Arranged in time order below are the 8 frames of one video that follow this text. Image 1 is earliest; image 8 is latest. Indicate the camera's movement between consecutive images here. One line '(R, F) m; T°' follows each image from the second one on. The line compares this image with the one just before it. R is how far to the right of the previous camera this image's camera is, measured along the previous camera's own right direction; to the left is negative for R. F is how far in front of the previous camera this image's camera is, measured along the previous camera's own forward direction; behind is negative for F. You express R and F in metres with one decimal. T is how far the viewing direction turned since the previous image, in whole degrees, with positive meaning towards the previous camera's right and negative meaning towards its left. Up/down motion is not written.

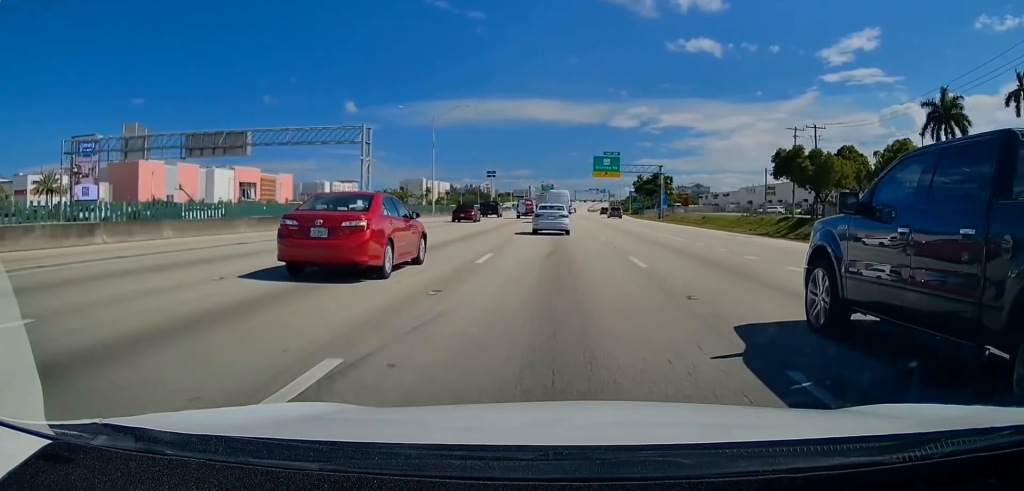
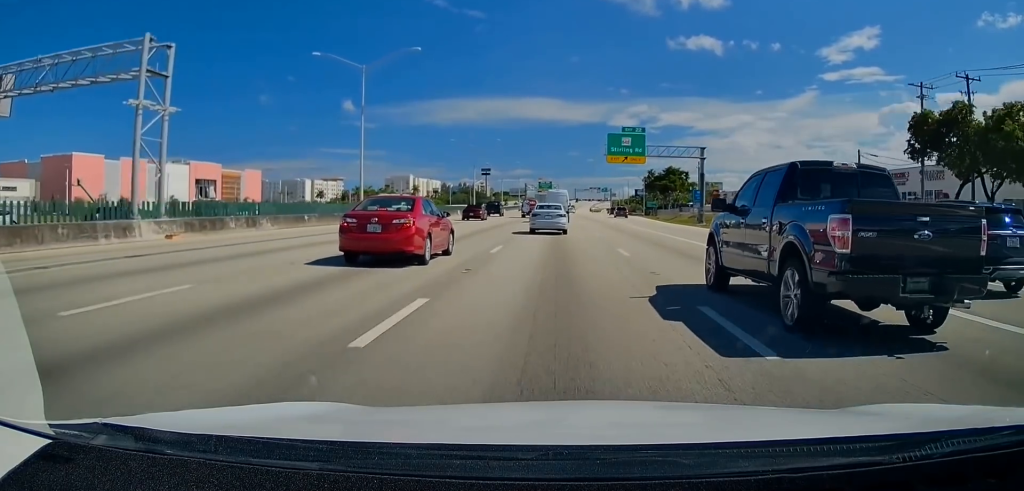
(0.0, +33.5) m; 0°
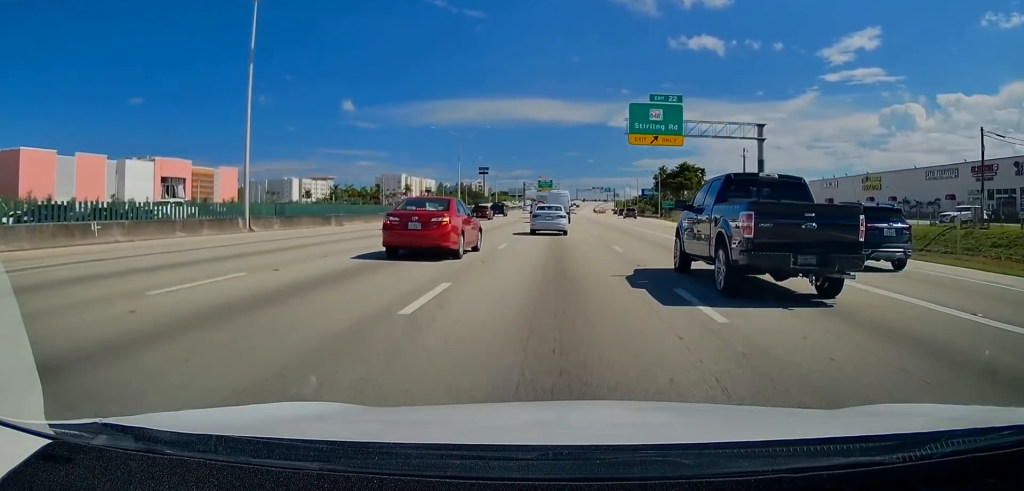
(0.0, +22.8) m; +1°
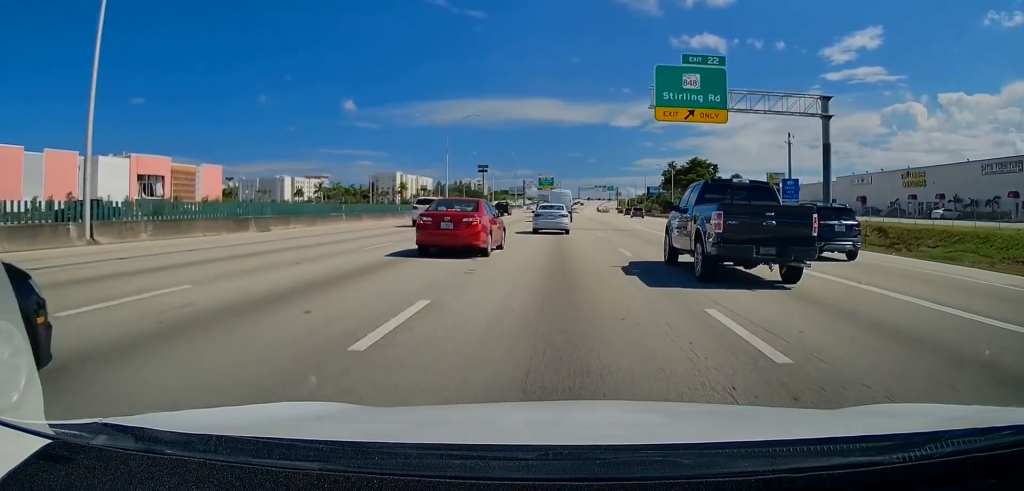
(+0.2, +14.1) m; 0°
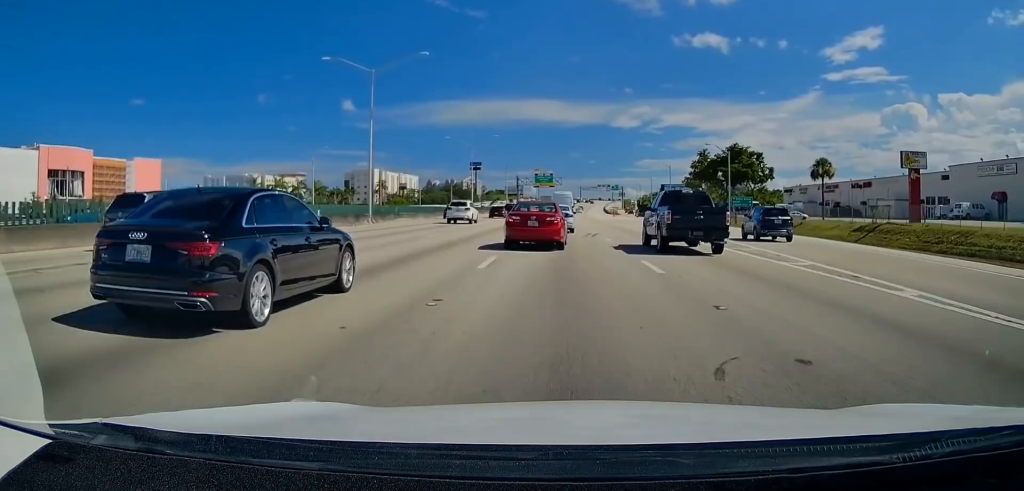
(-0.6, +41.7) m; -1°
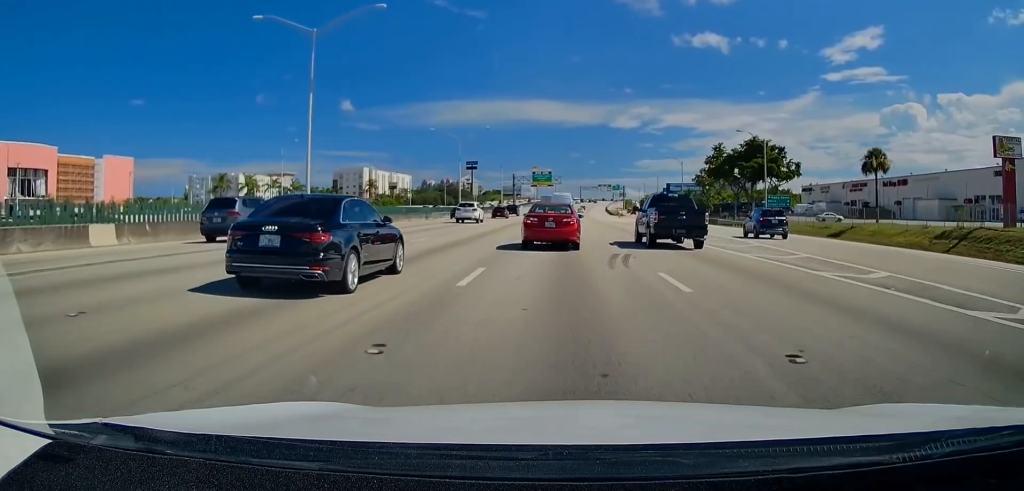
(0.0, +15.3) m; 0°
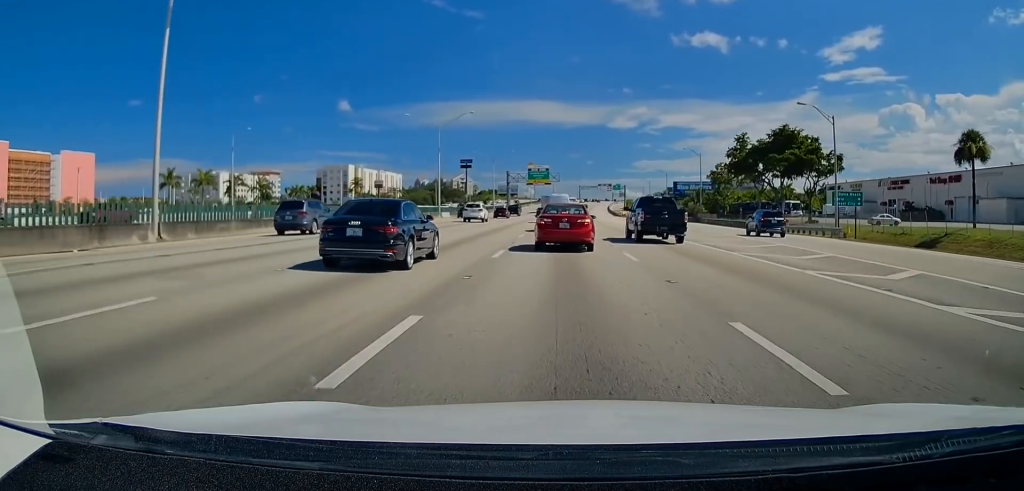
(0.0, +18.4) m; 0°
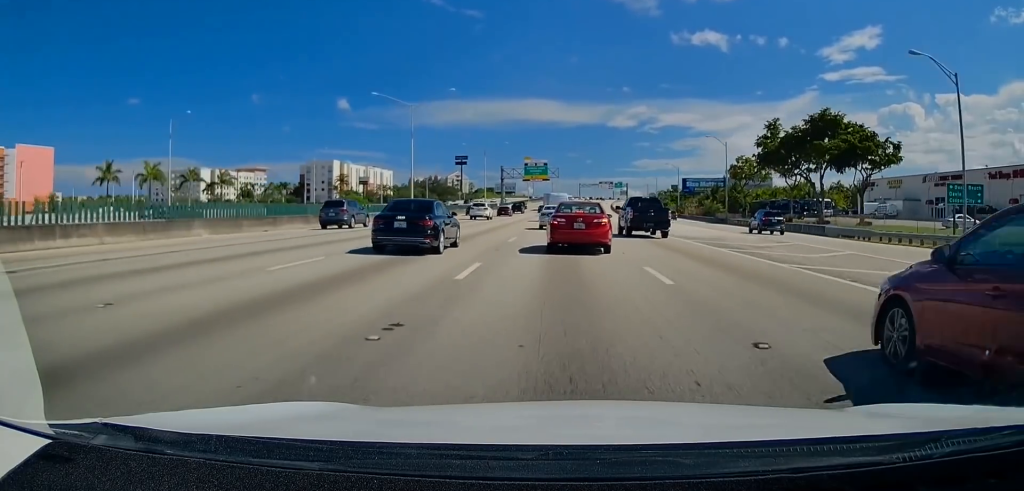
(0.0, +17.3) m; 0°
